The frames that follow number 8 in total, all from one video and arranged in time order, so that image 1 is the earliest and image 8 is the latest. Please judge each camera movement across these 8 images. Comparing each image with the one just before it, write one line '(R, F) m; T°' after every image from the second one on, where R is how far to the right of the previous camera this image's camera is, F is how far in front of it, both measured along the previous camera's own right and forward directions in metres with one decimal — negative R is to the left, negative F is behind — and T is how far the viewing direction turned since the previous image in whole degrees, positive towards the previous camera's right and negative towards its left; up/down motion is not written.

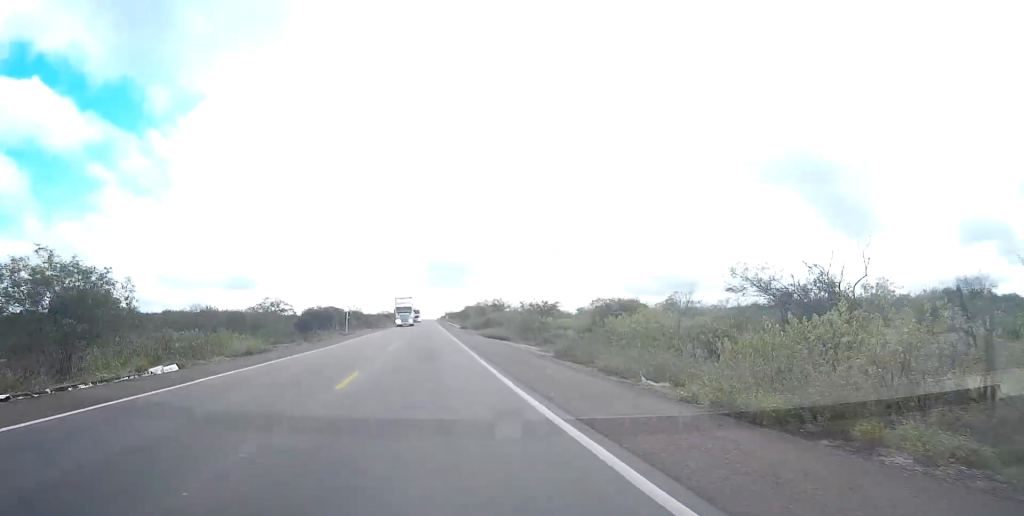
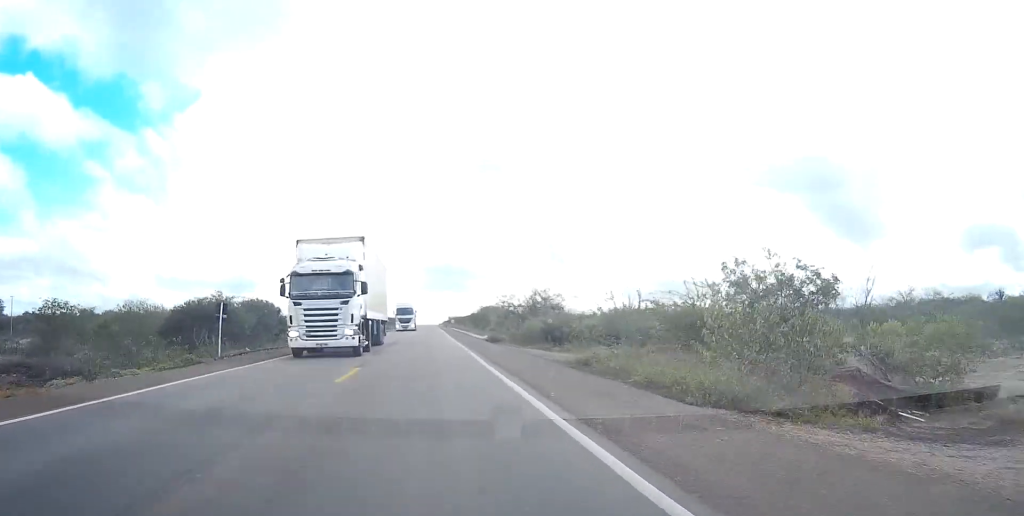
(+0.1, +47.4) m; 0°
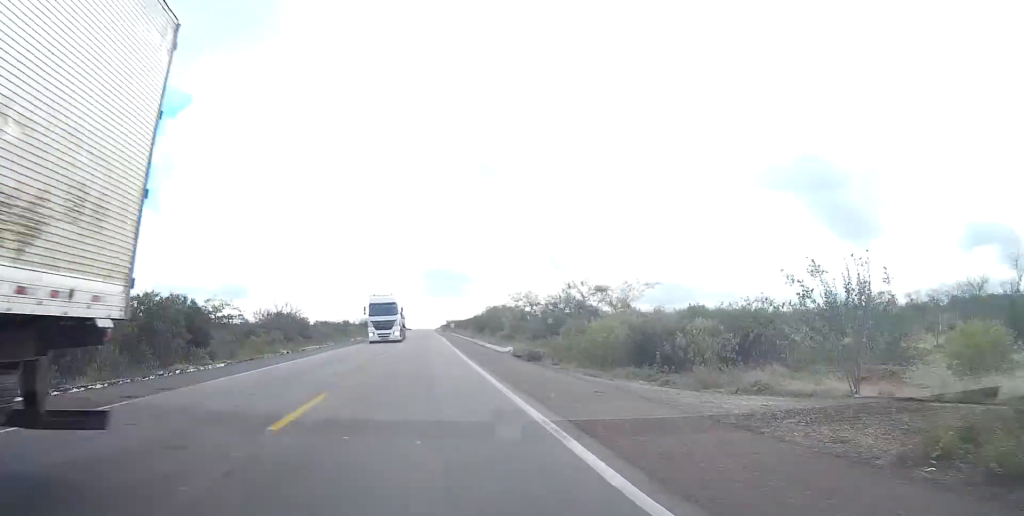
(-0.1, +21.2) m; 0°
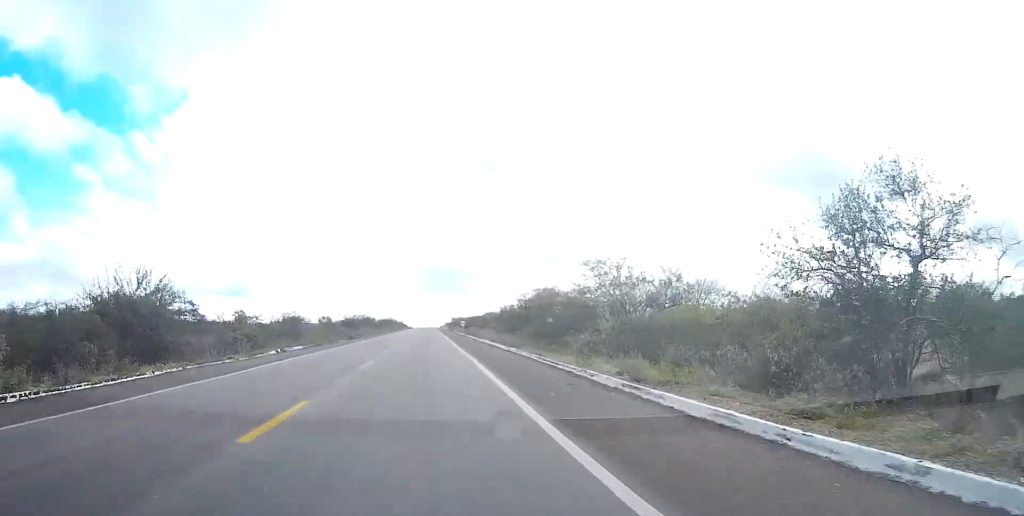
(+0.1, +41.2) m; 0°
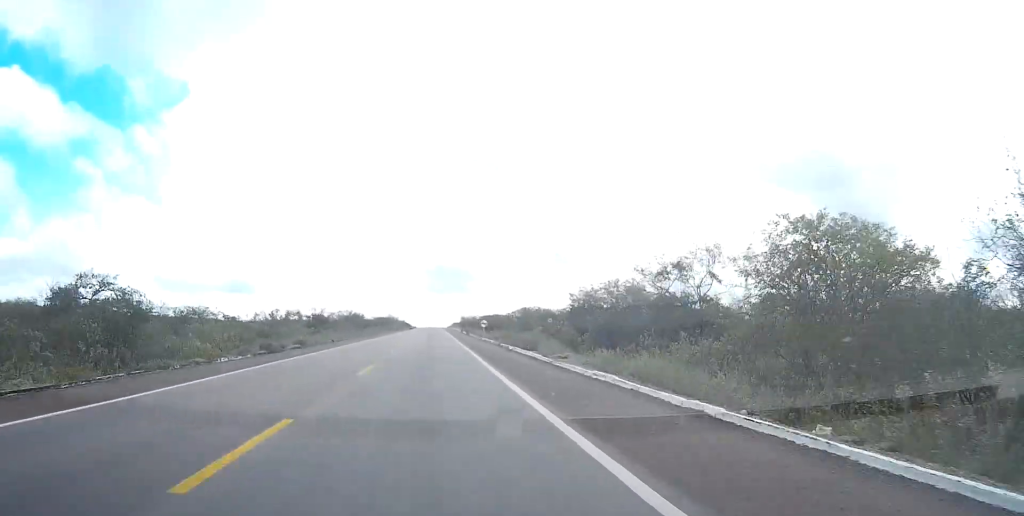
(-0.2, +38.8) m; 0°
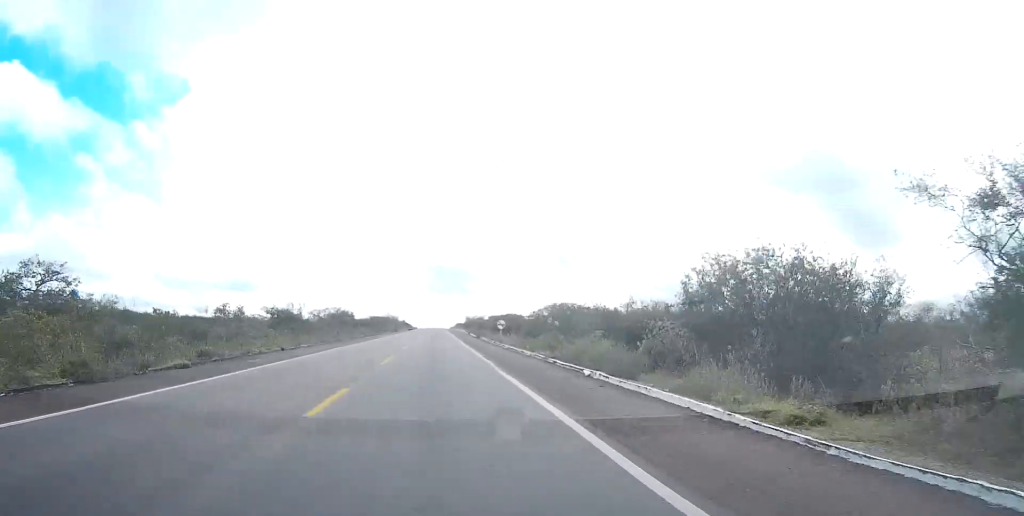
(0.0, +20.0) m; 0°
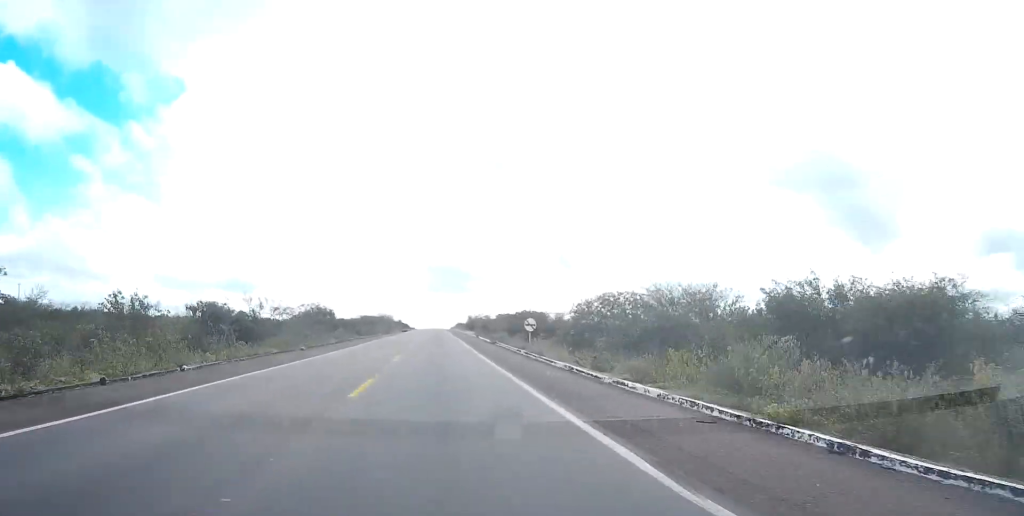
(0.0, +21.1) m; 0°
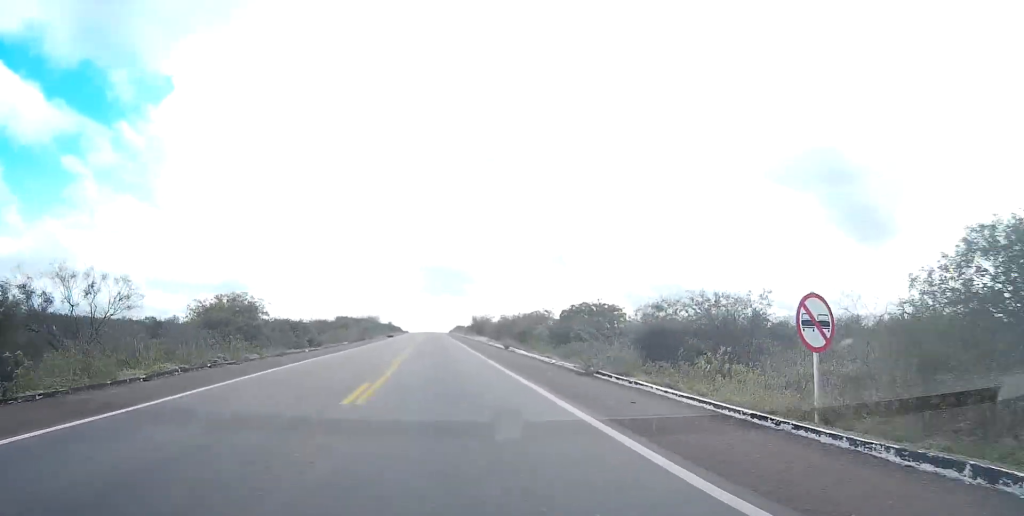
(+0.1, +37.0) m; 0°
